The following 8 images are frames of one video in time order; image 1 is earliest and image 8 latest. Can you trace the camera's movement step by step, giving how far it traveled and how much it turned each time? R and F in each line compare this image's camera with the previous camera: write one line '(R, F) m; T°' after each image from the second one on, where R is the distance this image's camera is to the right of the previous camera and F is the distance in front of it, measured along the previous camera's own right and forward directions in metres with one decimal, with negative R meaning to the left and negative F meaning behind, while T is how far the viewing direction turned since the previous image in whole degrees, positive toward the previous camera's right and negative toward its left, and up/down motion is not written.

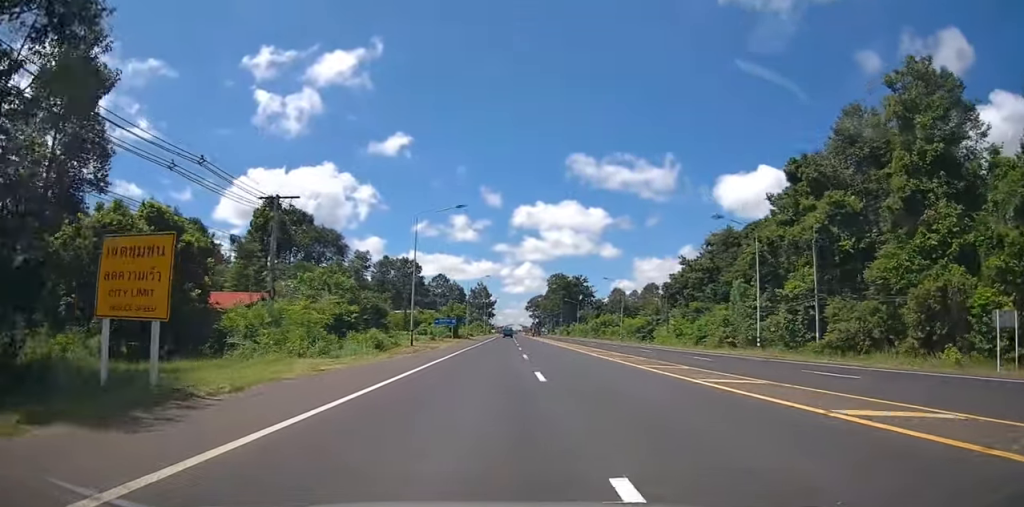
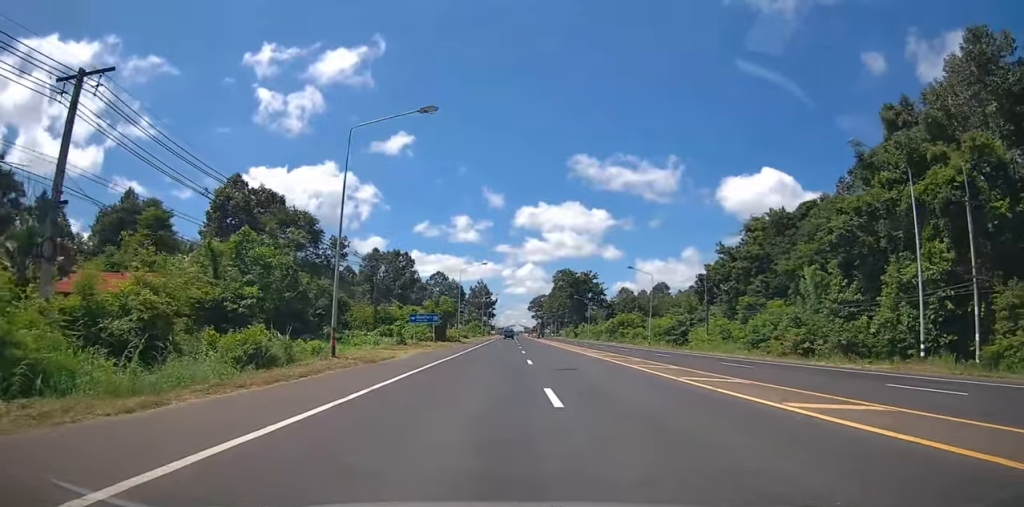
(0.0, +16.5) m; +1°
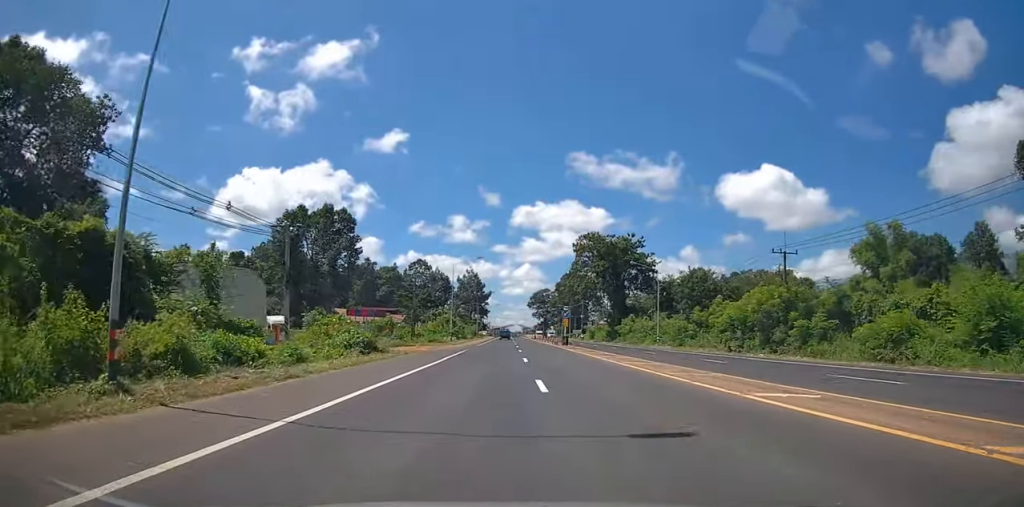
(+0.1, +59.1) m; 0°
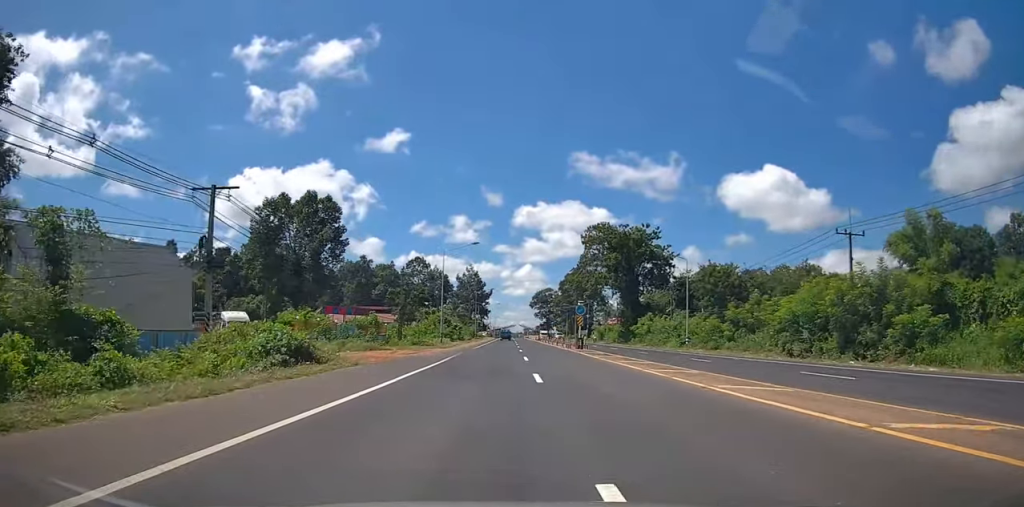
(0.0, +10.0) m; 0°
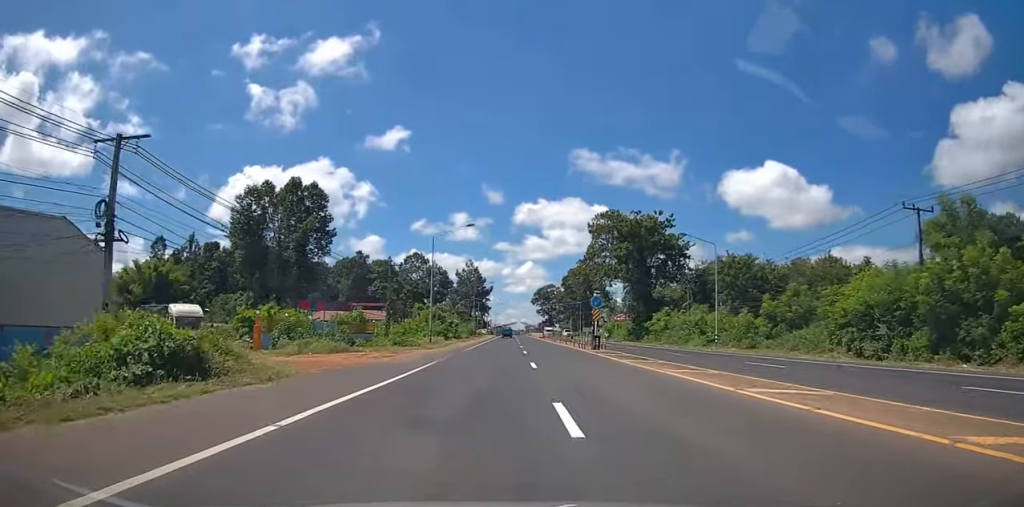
(0.0, +7.5) m; 0°
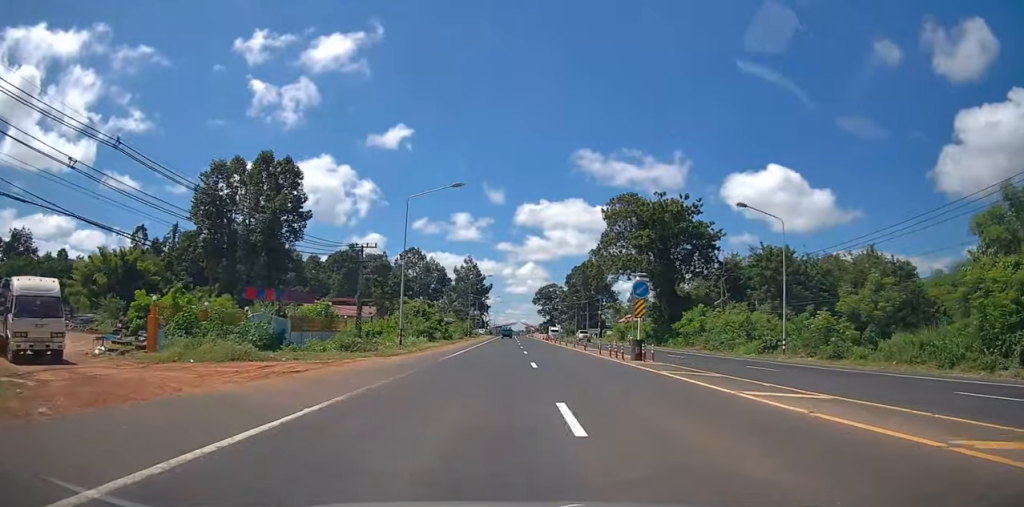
(0.0, +11.8) m; 0°
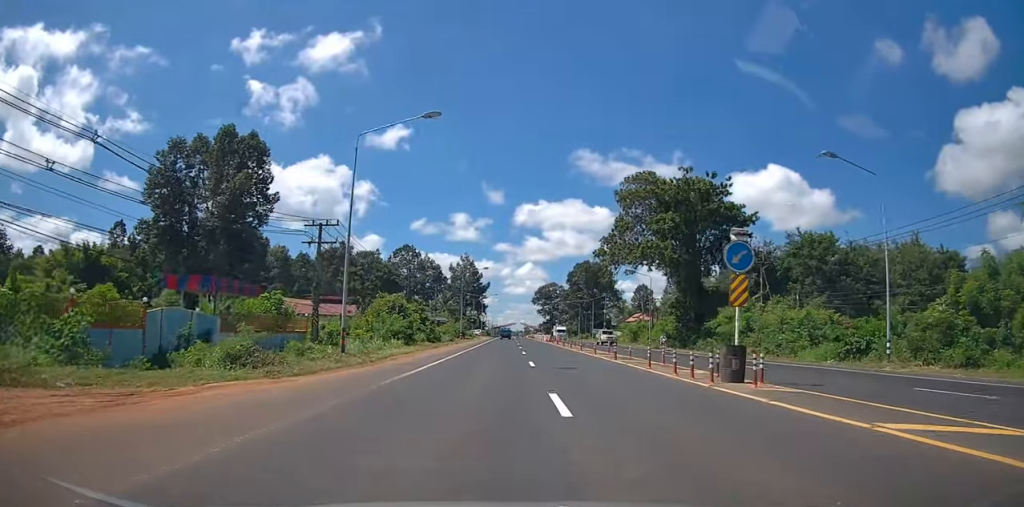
(0.0, +10.6) m; 0°
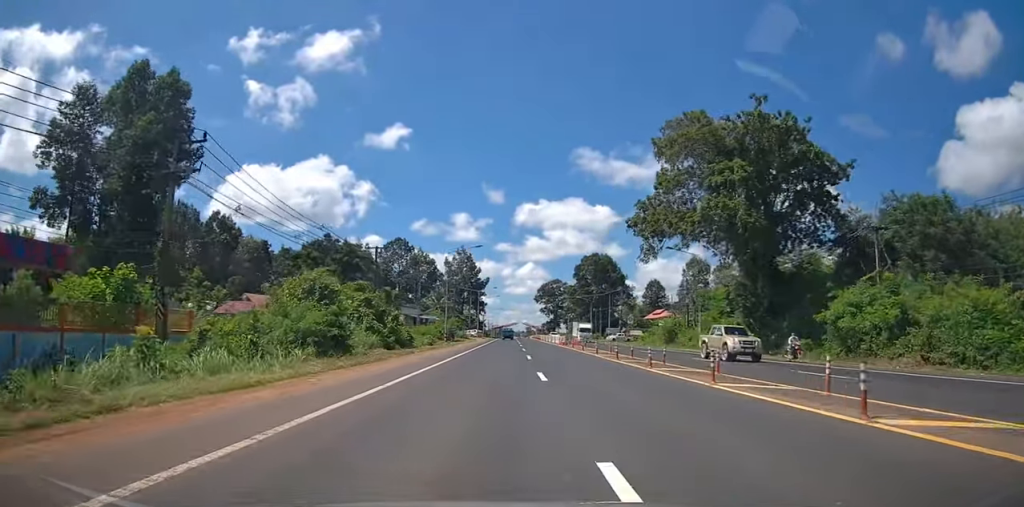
(0.0, +17.8) m; 0°
